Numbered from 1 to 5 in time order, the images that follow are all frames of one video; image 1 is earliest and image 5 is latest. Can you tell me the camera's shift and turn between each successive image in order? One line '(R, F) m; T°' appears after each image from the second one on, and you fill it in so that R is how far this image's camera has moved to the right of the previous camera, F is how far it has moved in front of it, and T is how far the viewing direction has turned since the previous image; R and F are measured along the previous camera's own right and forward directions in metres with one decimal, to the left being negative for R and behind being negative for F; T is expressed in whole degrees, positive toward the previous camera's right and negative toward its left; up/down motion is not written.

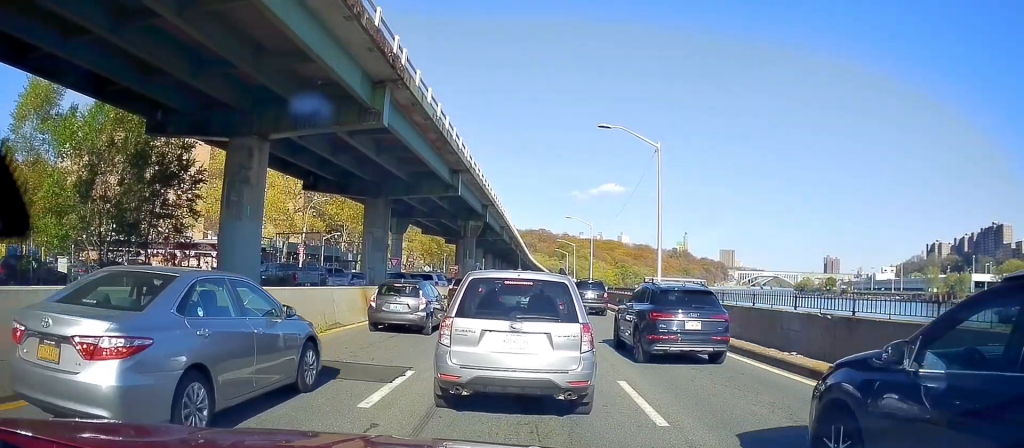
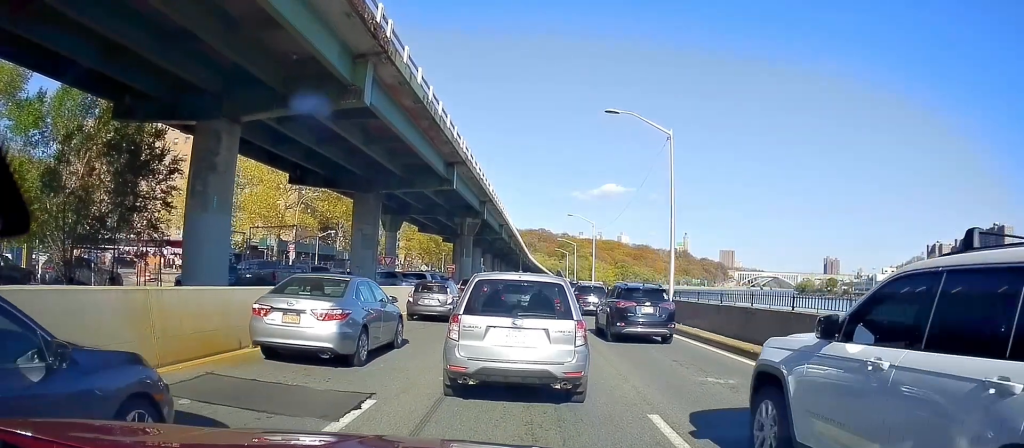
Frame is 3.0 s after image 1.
(-0.5, +1.0) m; 0°
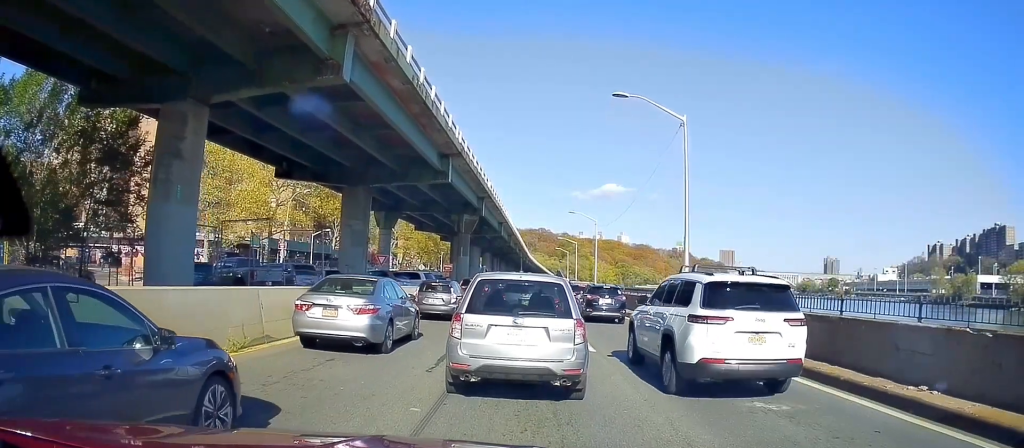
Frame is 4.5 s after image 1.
(-0.1, +1.0) m; 0°
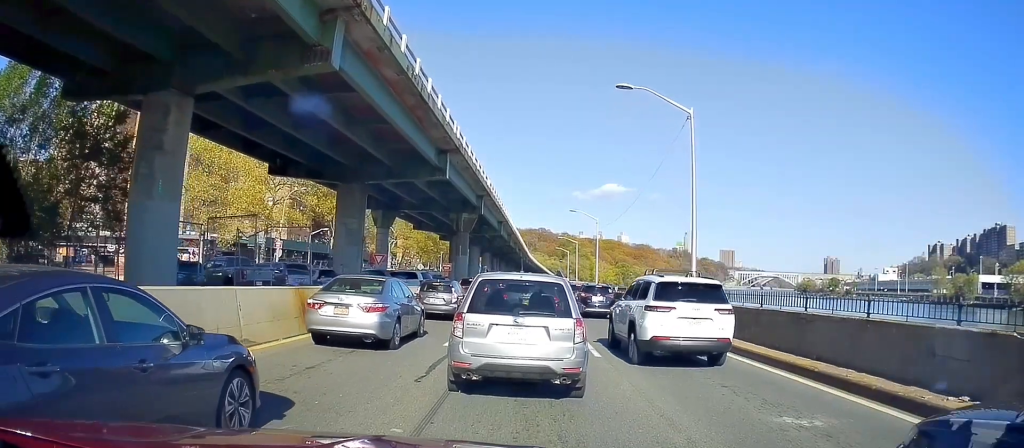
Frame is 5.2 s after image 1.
(-0.1, +0.6) m; 0°
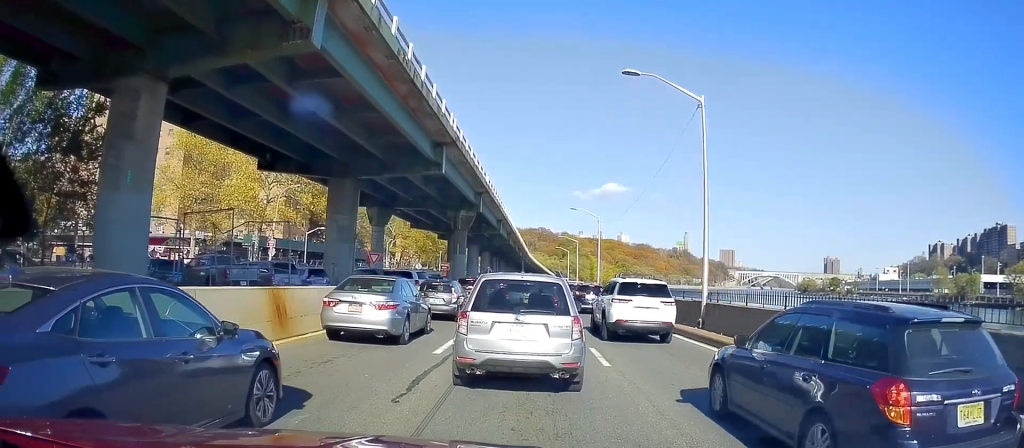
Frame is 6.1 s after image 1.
(-0.2, +1.0) m; 0°
